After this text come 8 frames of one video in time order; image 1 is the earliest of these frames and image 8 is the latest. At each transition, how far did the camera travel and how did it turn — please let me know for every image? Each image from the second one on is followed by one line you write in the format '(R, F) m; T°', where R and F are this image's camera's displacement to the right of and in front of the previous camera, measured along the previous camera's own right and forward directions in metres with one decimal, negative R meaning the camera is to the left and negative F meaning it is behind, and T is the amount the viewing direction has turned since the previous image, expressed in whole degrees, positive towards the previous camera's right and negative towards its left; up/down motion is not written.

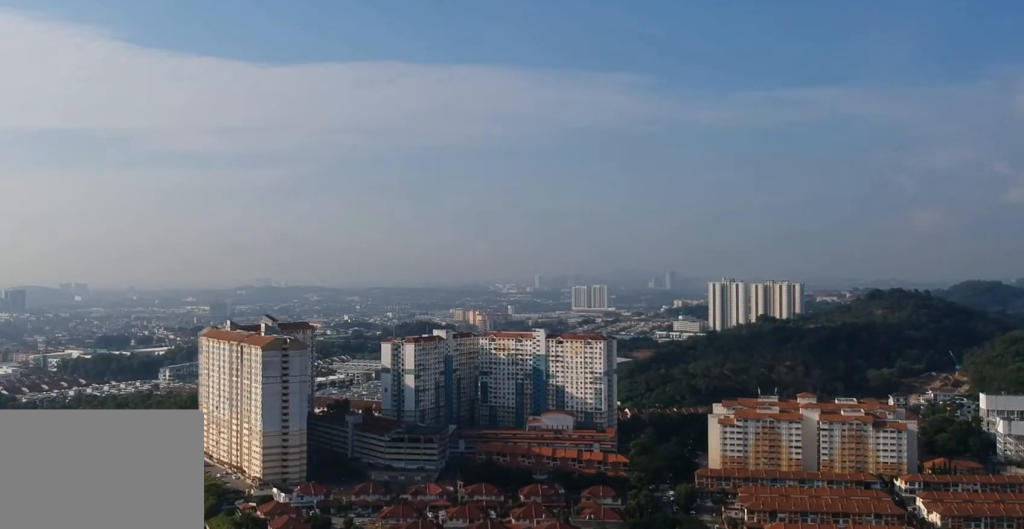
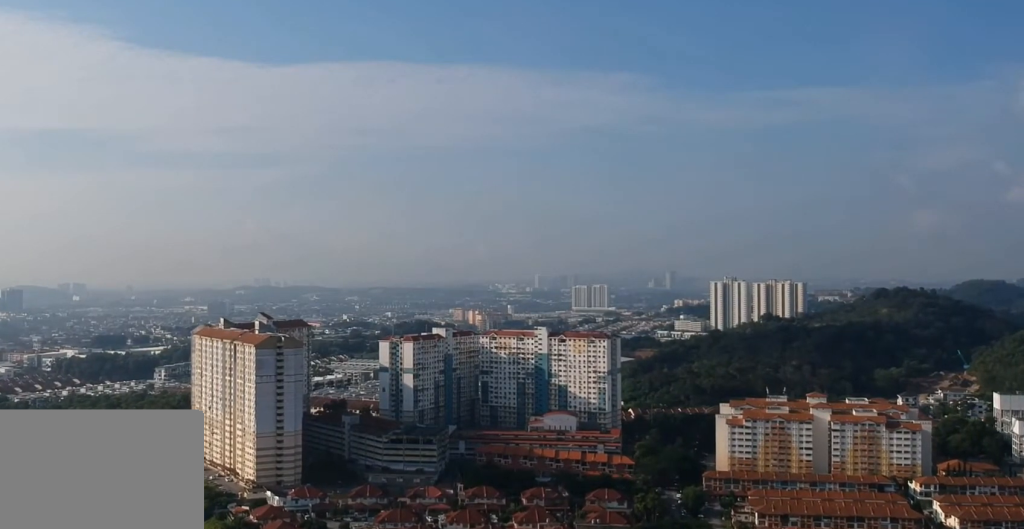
(0.0, +16.6) m; 0°
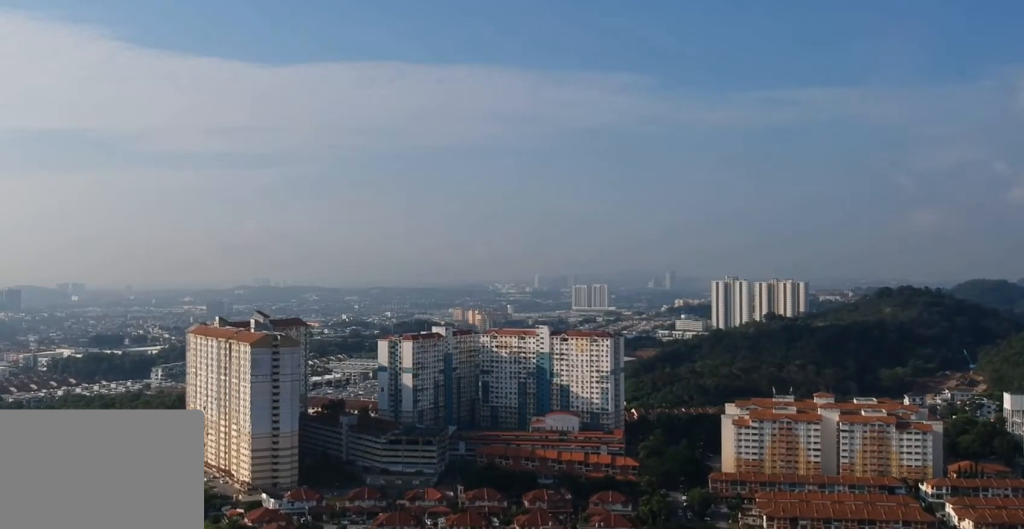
(0.0, +11.9) m; 0°
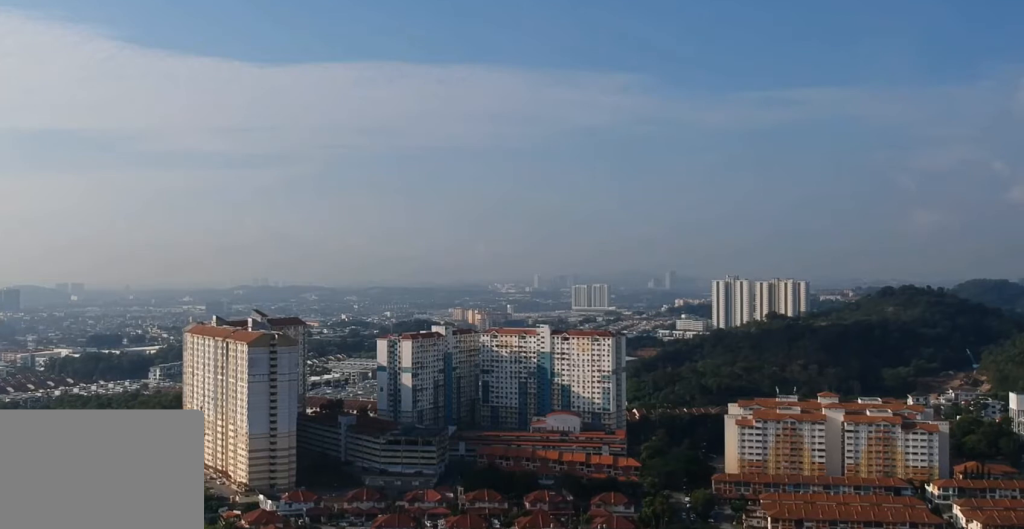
(0.0, +6.2) m; 0°
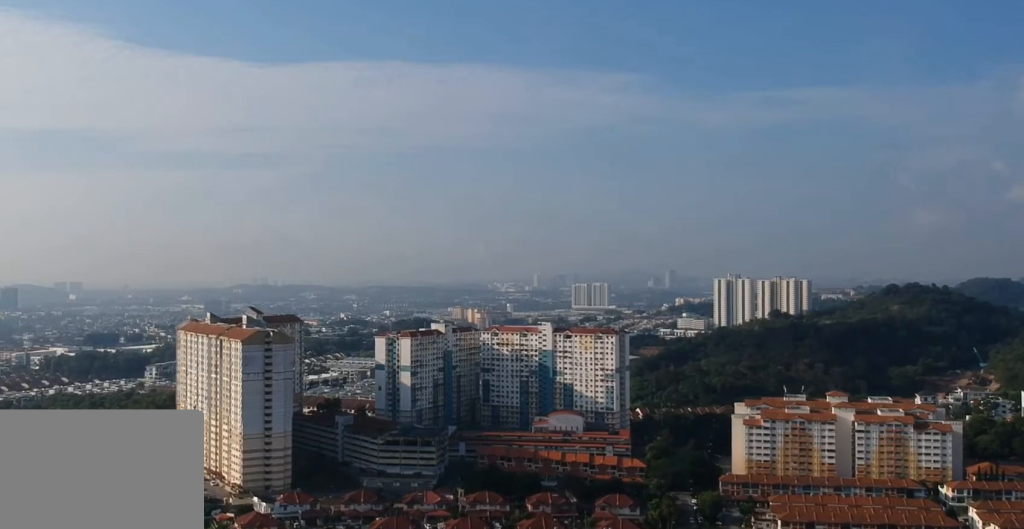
(0.0, +13.5) m; 0°
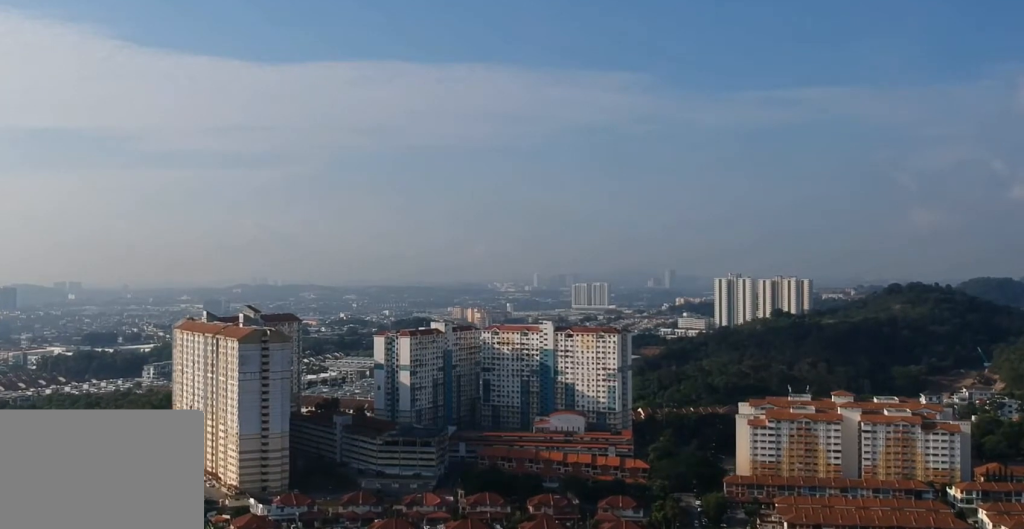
(0.0, +7.8) m; 0°
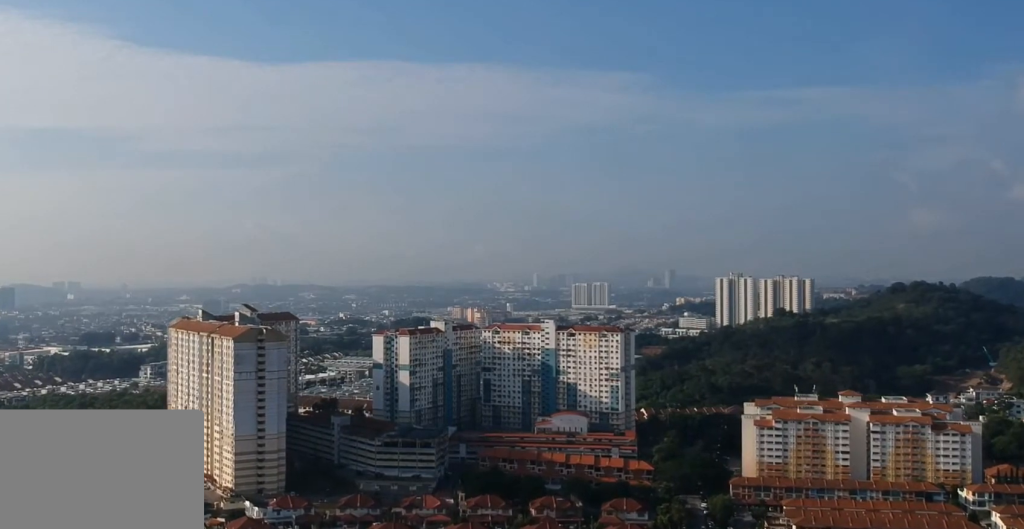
(0.0, +9.9) m; 0°
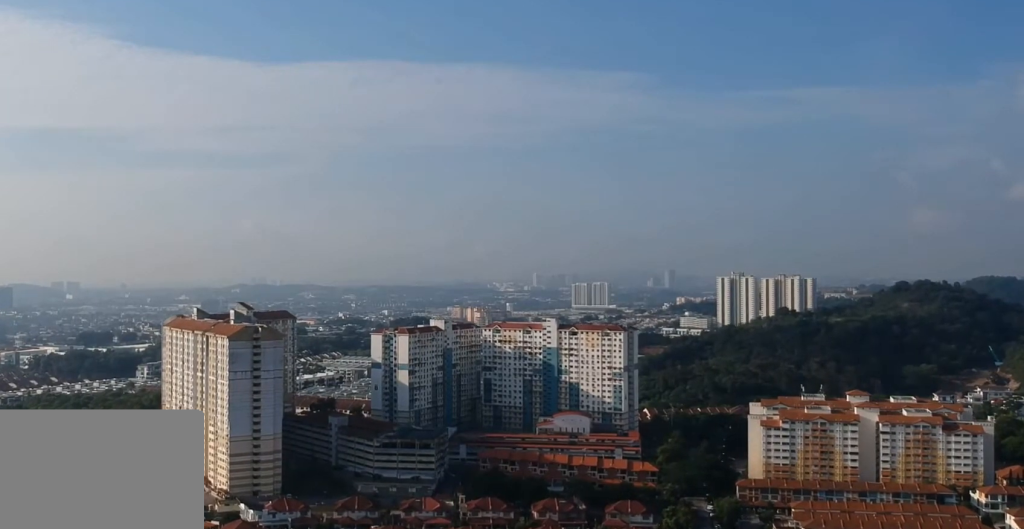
(0.0, +10.4) m; 0°
